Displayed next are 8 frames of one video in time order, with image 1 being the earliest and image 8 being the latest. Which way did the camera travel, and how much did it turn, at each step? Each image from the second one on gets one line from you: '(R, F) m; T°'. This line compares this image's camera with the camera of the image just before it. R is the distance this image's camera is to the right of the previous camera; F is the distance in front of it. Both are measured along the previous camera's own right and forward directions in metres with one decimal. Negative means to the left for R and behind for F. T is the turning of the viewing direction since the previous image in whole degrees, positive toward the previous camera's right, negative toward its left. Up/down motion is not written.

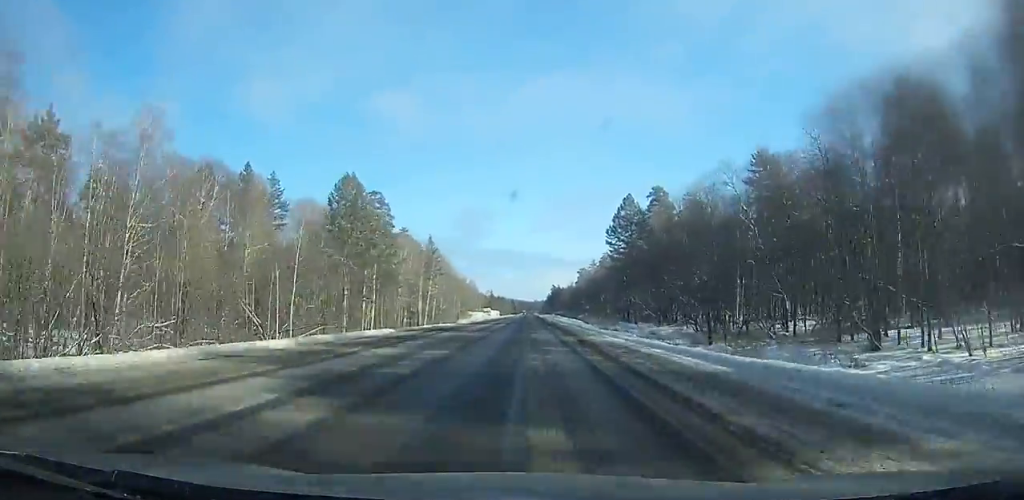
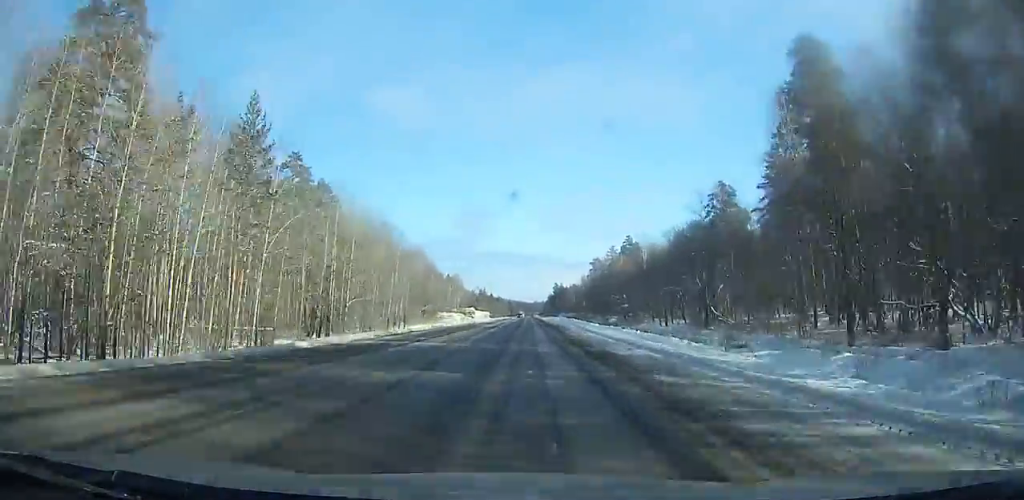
(+0.1, +69.3) m; 0°
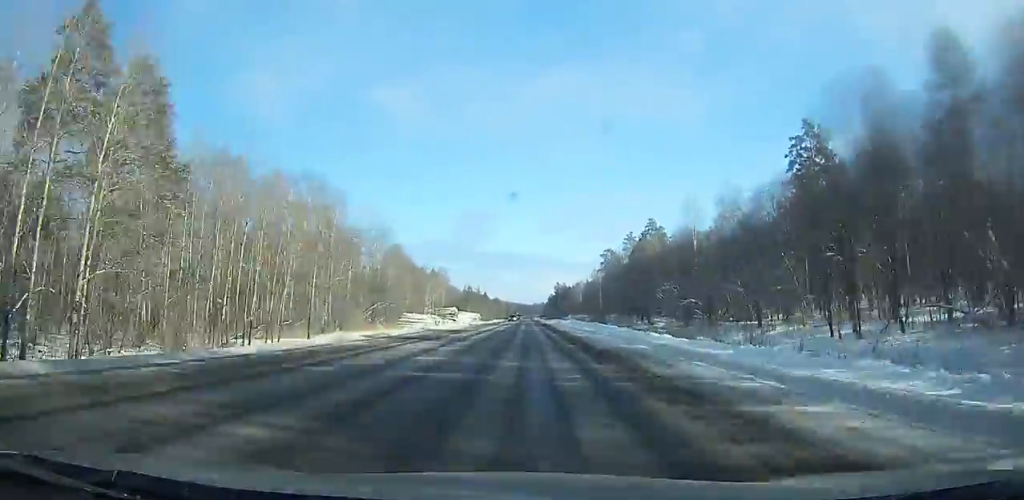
(0.0, +41.6) m; 0°
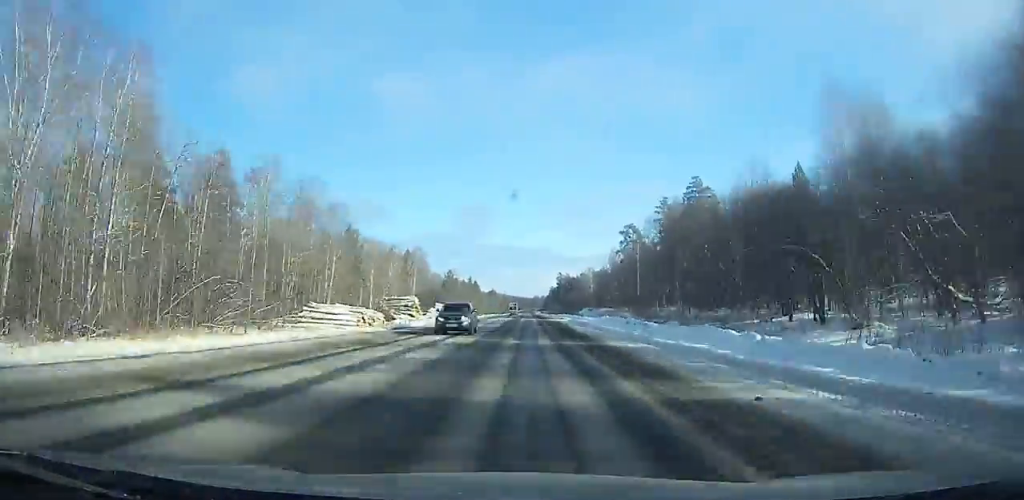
(0.0, +47.5) m; 0°
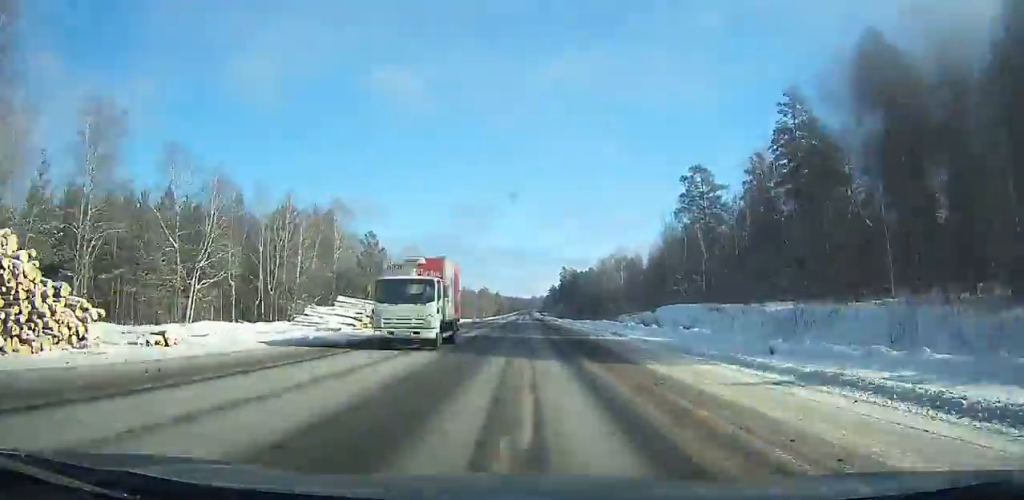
(+0.1, +71.8) m; 0°
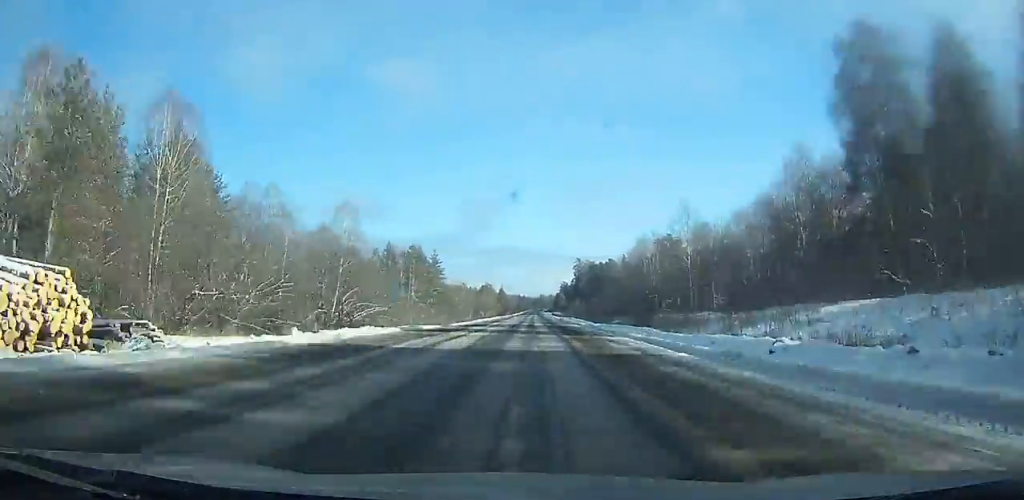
(0.0, +53.6) m; 0°
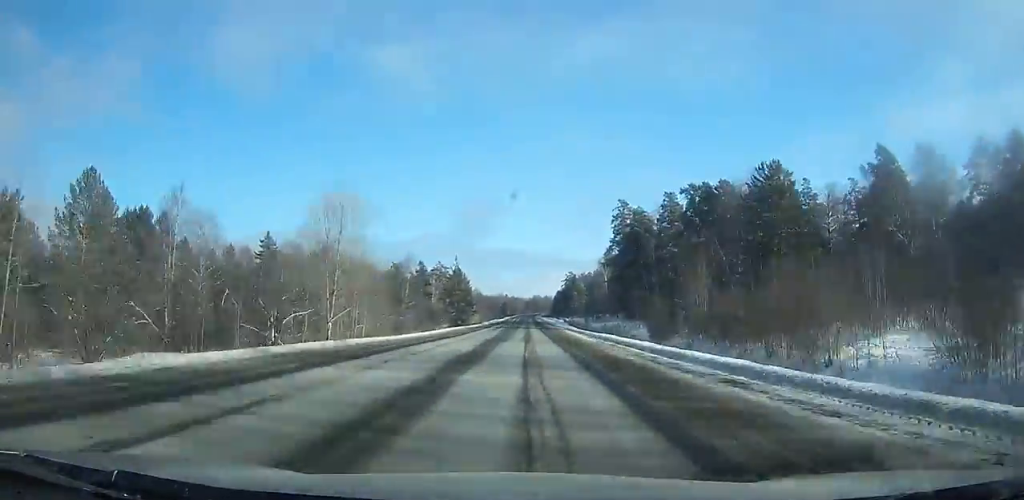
(+0.1, +175.4) m; 0°
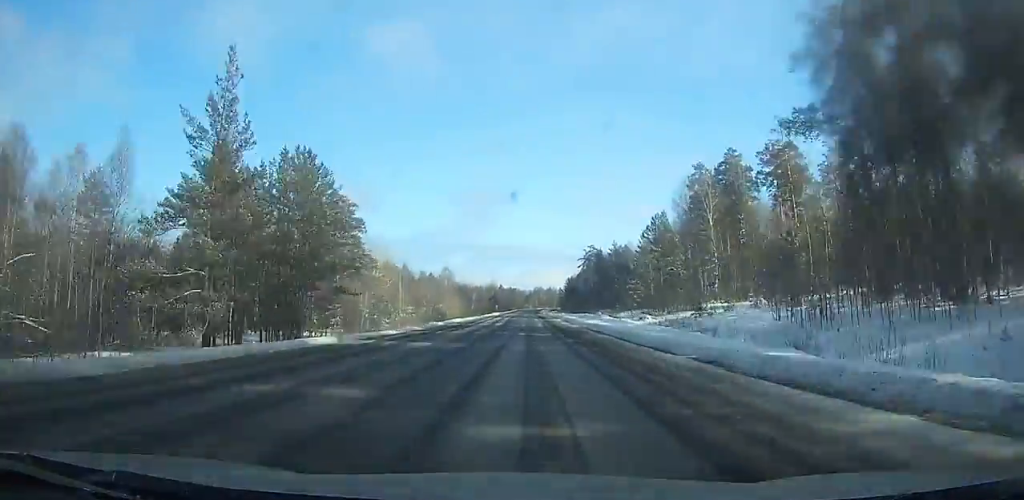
(0.0, +116.4) m; 0°
